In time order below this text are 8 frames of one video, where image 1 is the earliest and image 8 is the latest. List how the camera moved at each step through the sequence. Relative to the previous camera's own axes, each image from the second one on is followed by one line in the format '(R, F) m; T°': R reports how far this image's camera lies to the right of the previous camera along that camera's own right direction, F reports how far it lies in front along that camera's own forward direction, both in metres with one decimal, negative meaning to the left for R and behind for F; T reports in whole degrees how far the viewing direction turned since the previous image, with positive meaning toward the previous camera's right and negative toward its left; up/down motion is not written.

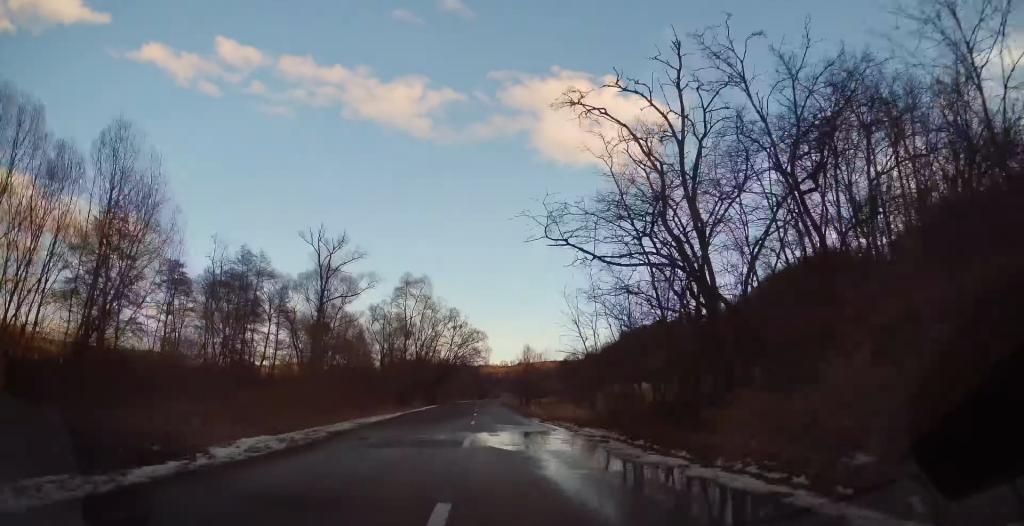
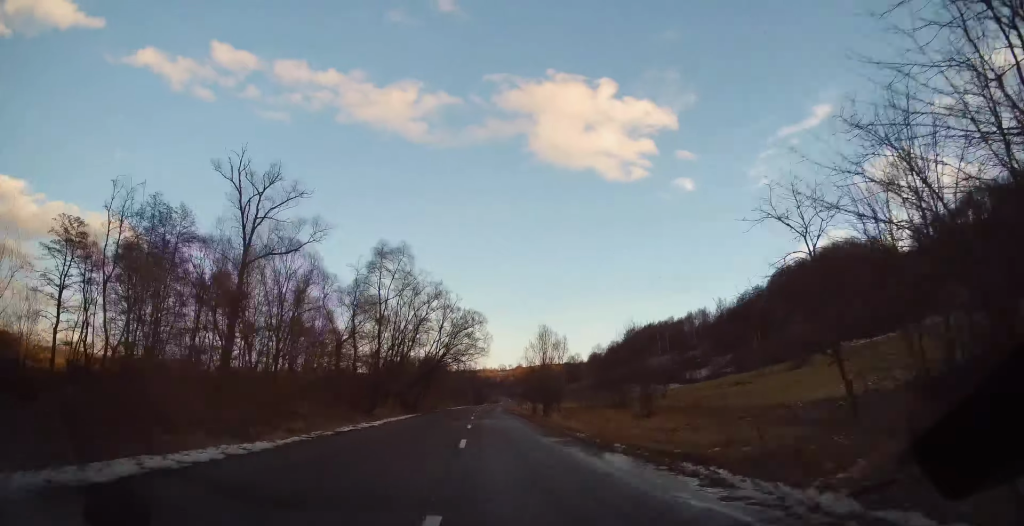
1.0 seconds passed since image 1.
(+0.2, +21.8) m; +1°
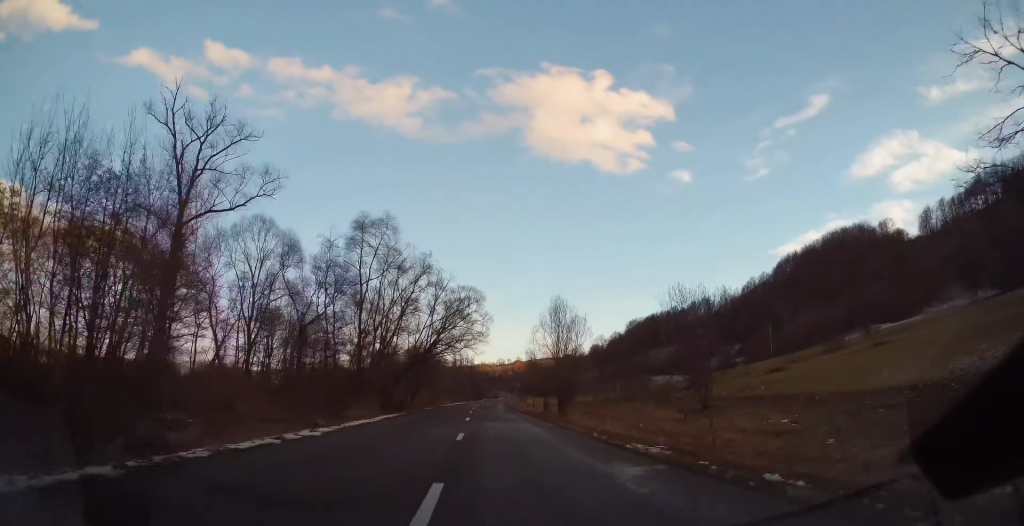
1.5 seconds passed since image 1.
(0.0, +10.3) m; 0°
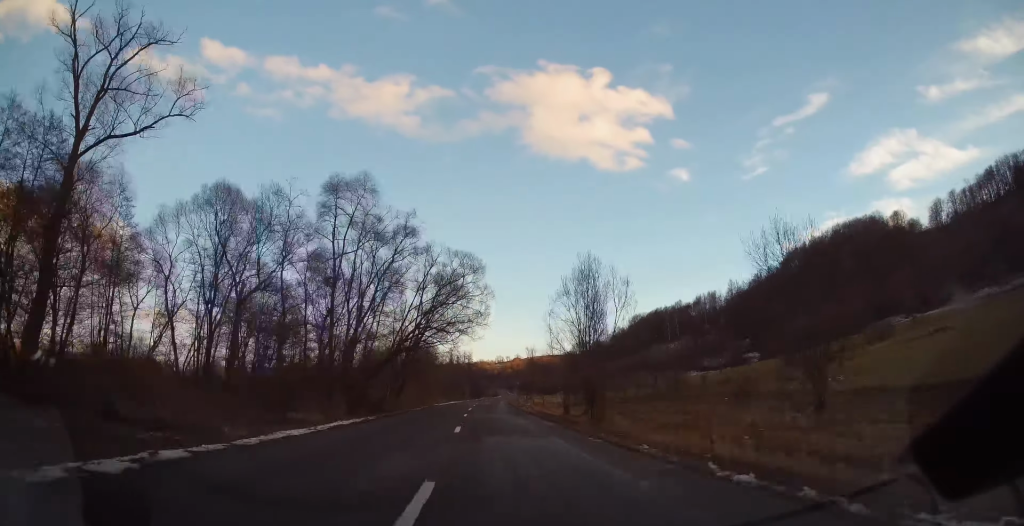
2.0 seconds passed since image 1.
(0.0, +11.1) m; 0°
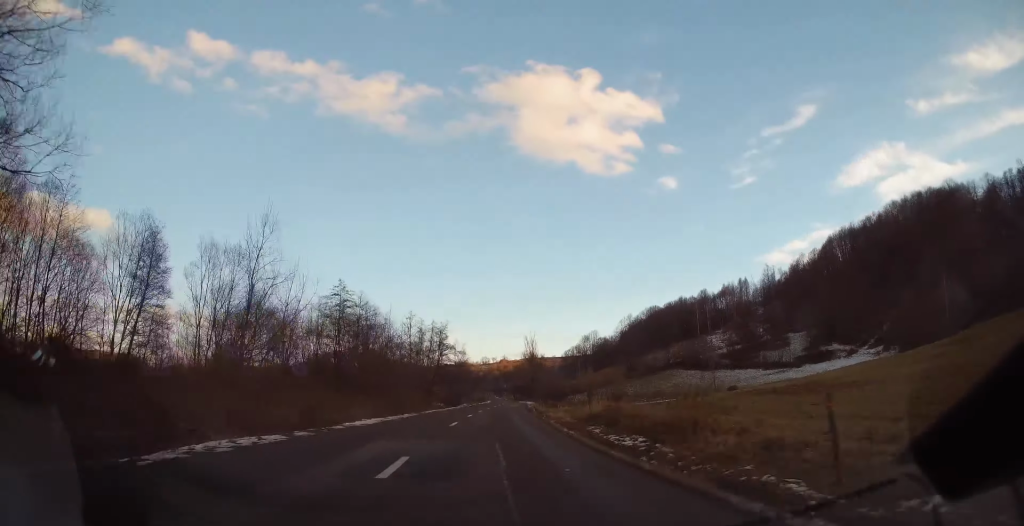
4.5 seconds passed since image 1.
(+0.9, +56.2) m; +2°
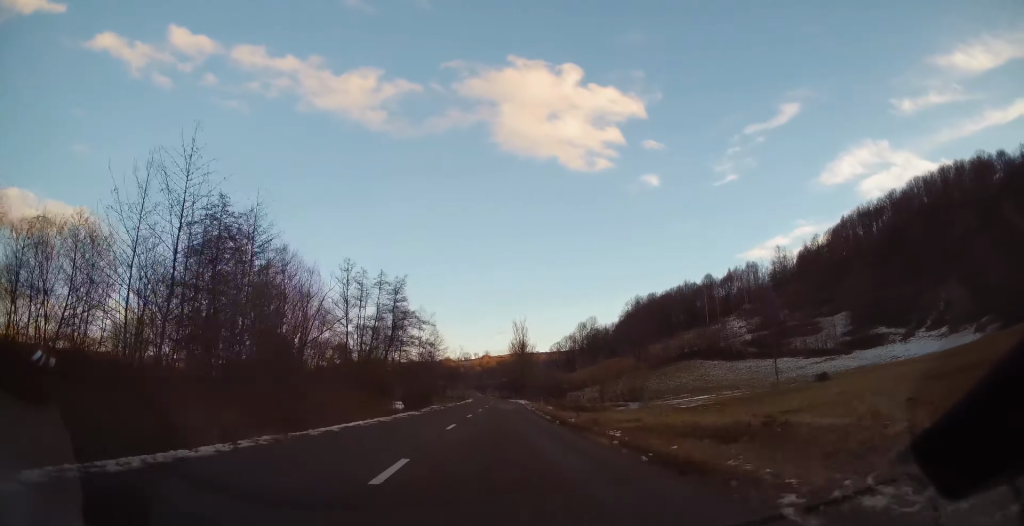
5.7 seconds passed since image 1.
(+0.2, +27.2) m; +1°
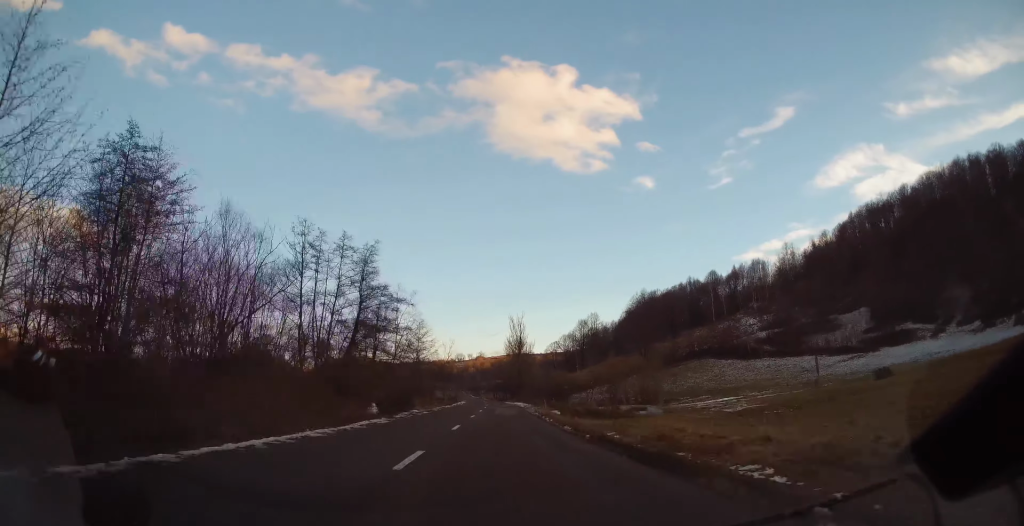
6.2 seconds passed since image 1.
(0.0, +11.0) m; +1°
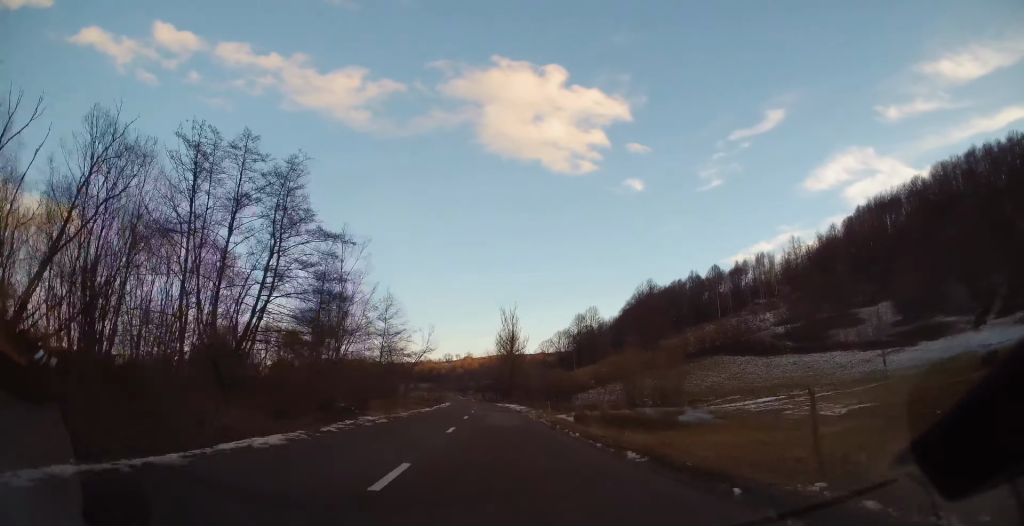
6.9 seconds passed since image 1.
(+0.2, +14.0) m; +1°
